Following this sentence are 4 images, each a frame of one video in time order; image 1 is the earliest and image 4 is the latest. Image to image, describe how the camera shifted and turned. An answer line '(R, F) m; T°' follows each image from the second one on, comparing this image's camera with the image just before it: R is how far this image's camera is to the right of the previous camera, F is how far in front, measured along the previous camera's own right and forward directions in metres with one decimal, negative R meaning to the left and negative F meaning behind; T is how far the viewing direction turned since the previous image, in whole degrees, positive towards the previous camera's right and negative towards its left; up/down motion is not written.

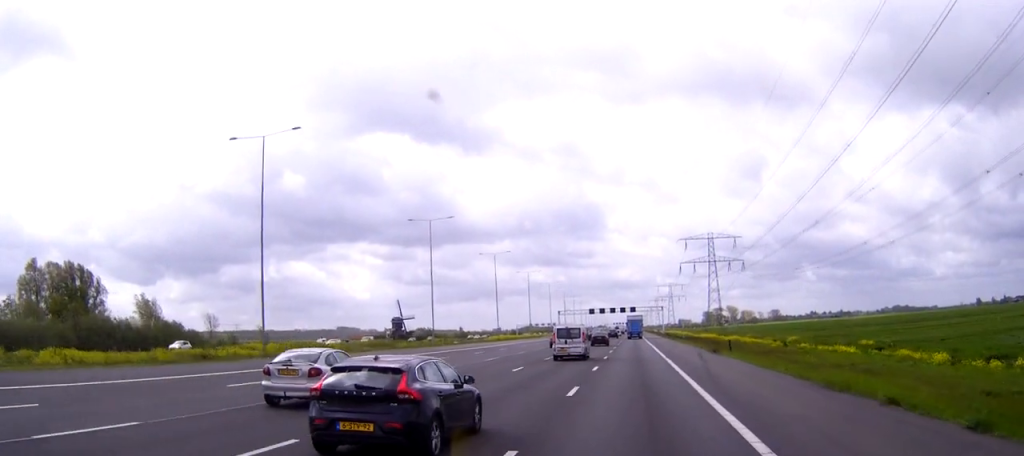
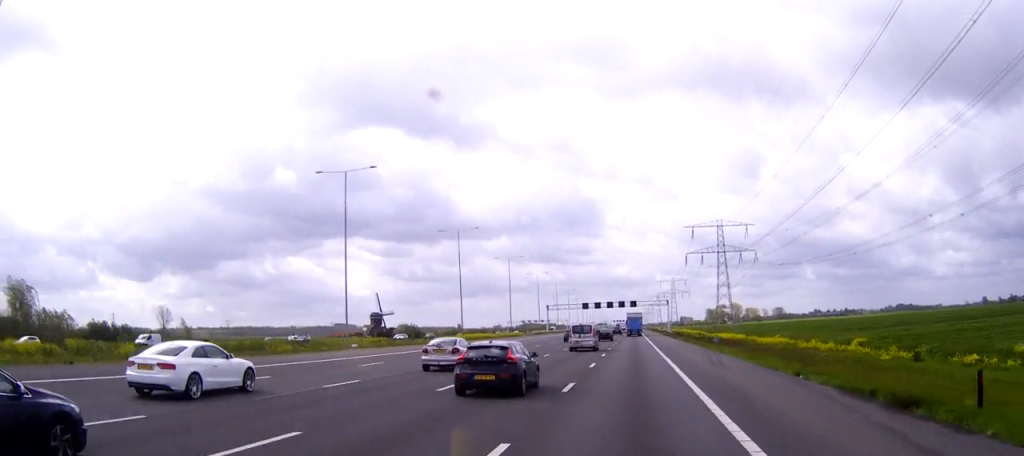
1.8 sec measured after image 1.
(0.0, +35.3) m; 0°
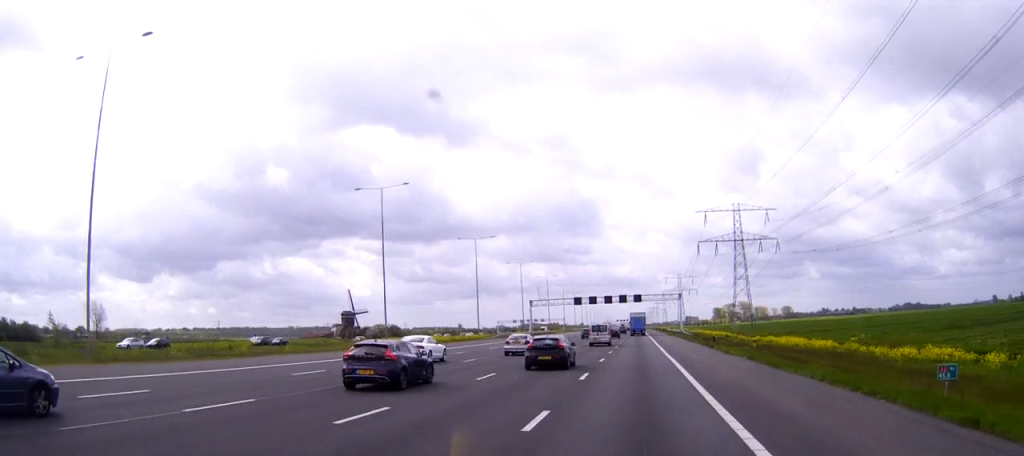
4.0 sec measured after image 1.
(0.0, +43.4) m; 0°
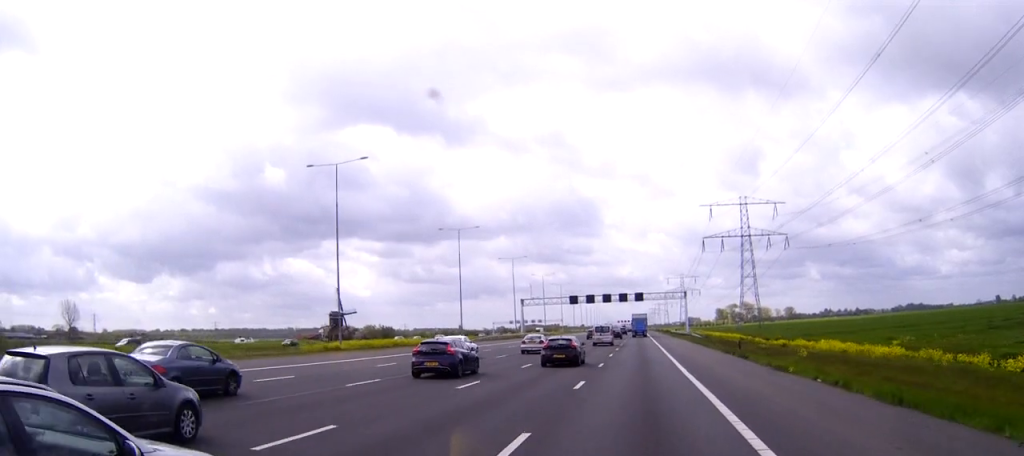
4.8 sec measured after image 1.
(0.0, +15.1) m; 0°
